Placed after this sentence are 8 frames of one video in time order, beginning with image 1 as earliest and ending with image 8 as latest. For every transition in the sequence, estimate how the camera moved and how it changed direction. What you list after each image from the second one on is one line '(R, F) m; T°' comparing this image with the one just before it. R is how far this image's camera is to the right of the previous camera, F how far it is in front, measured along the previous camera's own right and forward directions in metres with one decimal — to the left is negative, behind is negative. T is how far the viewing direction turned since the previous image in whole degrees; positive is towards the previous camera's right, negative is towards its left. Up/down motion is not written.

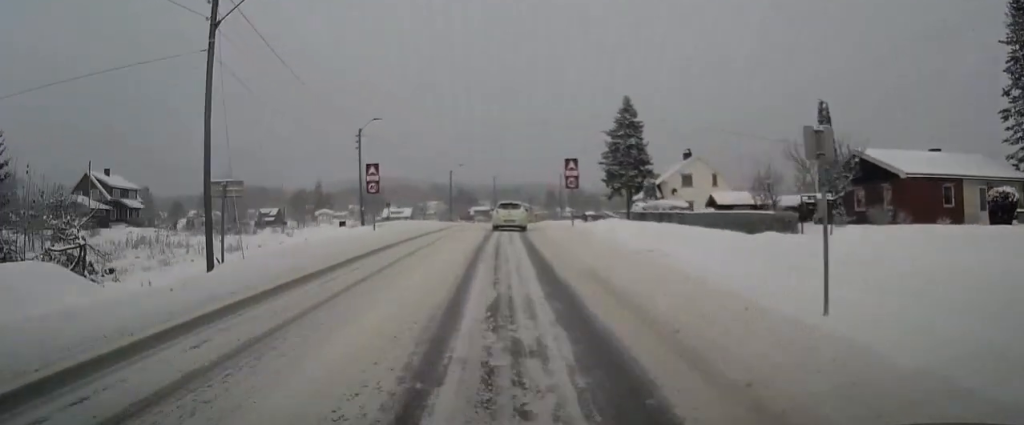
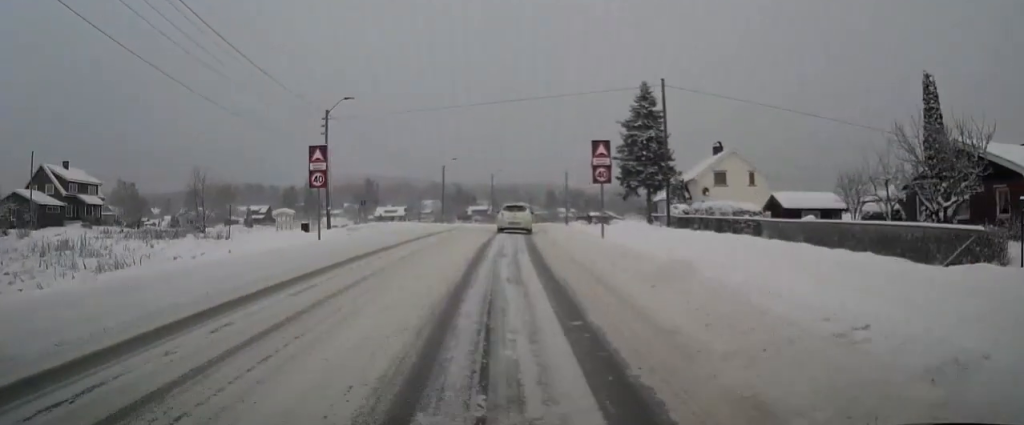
(0.0, +10.0) m; 0°
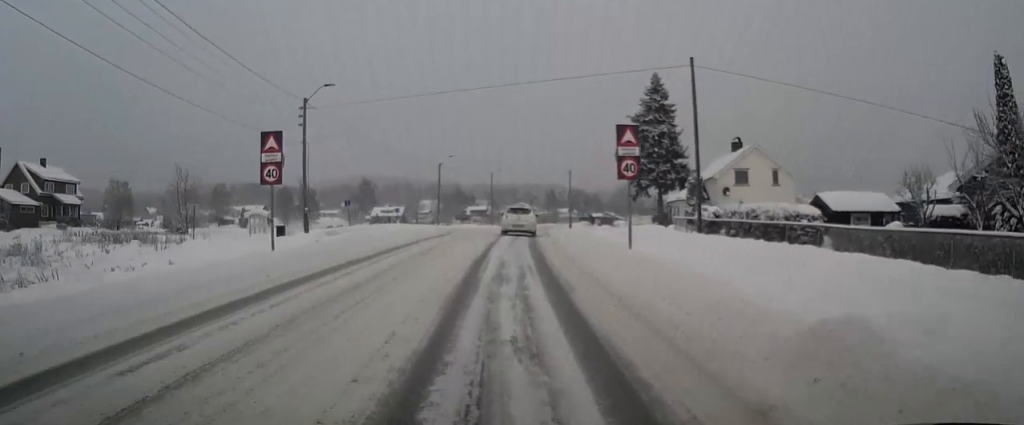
(0.0, +5.0) m; 0°
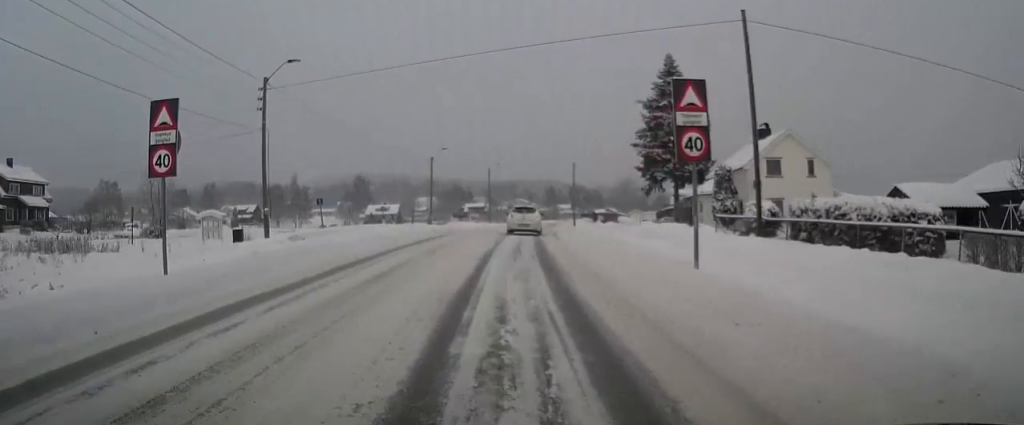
(0.0, +6.4) m; 0°
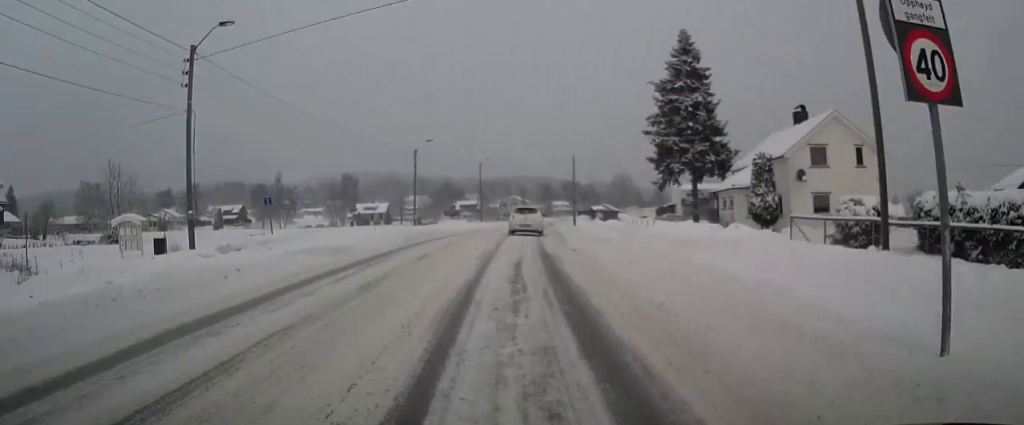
(0.0, +7.4) m; +1°
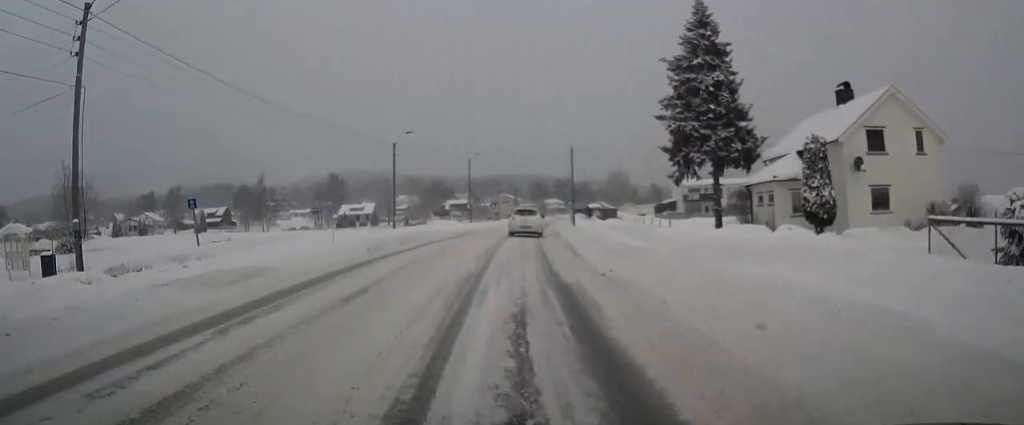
(+0.1, +6.9) m; +1°
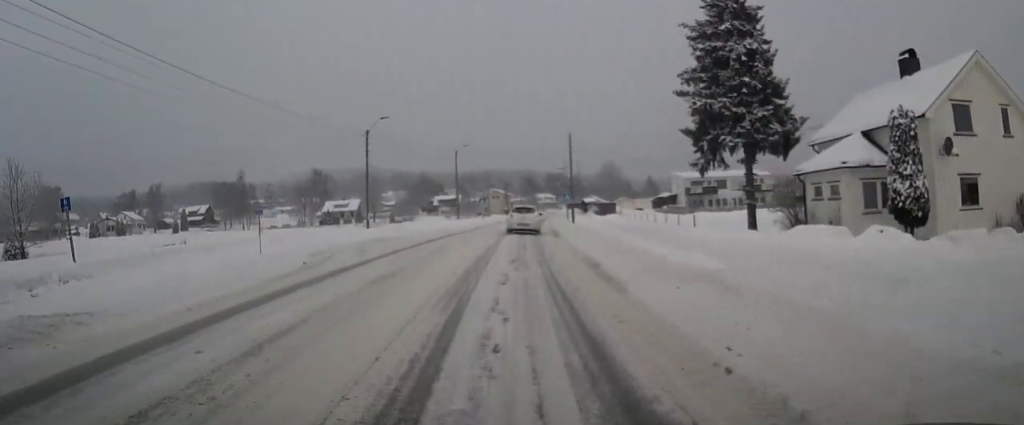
(0.0, +7.3) m; 0°
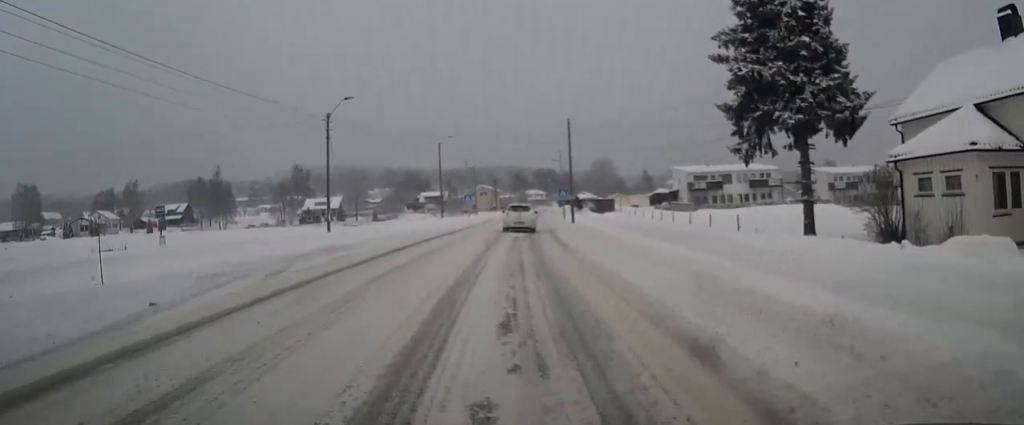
(0.0, +8.0) m; 0°
